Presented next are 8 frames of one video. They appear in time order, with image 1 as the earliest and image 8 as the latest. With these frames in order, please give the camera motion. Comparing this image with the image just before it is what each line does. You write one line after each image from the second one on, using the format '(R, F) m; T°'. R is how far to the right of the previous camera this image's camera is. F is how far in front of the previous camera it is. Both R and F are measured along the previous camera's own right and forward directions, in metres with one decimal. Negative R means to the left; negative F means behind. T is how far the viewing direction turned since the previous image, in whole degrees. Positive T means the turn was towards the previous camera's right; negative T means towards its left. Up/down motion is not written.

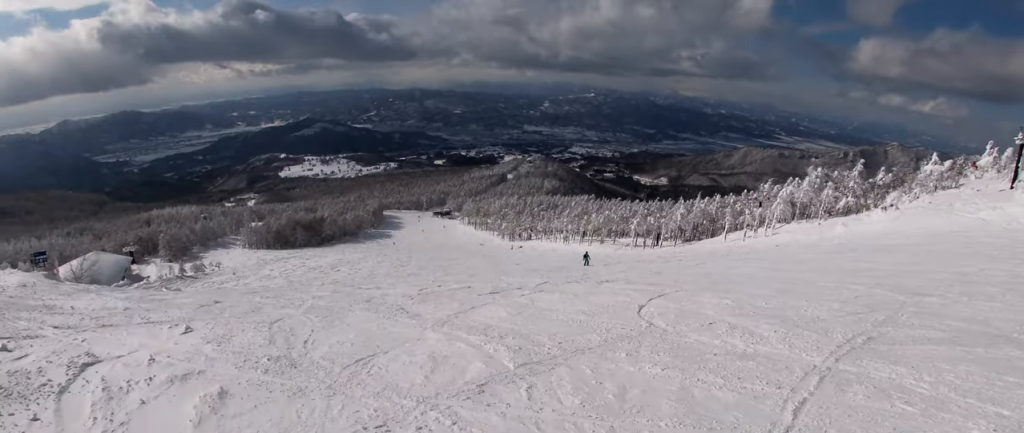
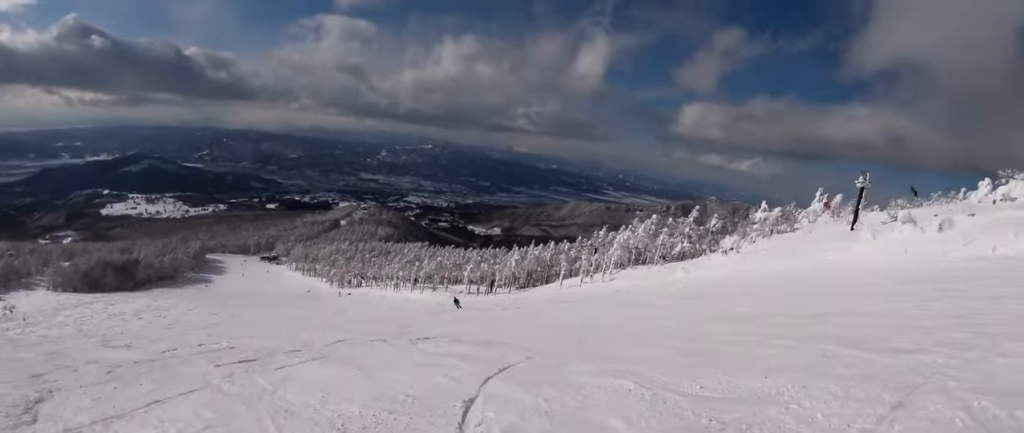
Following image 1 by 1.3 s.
(+1.9, +6.9) m; +21°
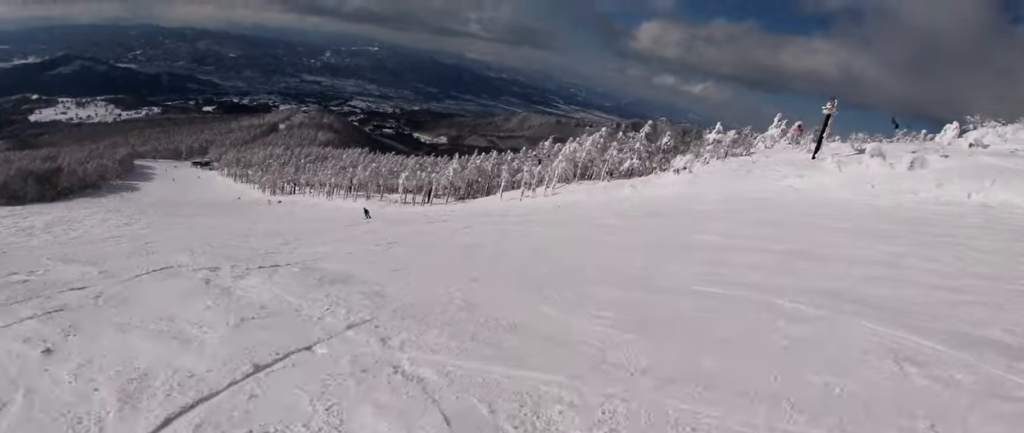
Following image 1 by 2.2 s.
(+0.3, +5.2) m; -4°
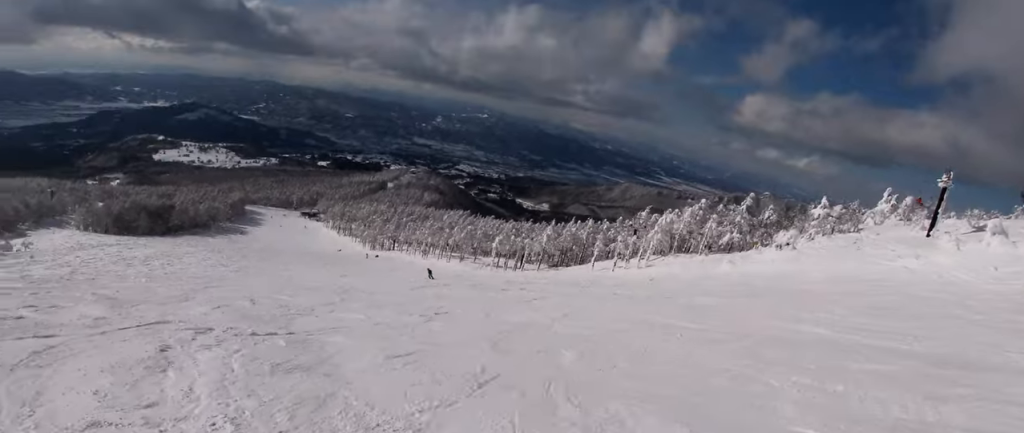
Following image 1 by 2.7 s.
(+0.3, +3.2) m; -9°
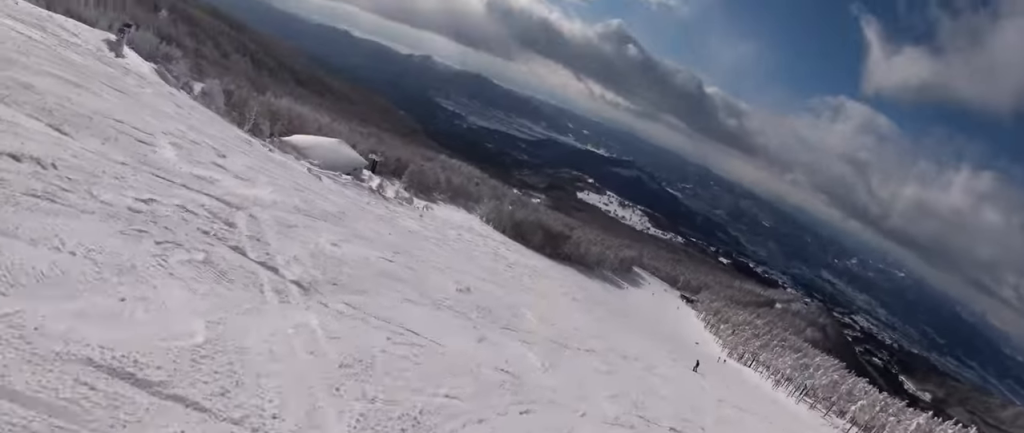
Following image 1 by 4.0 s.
(-2.9, +7.0) m; -38°
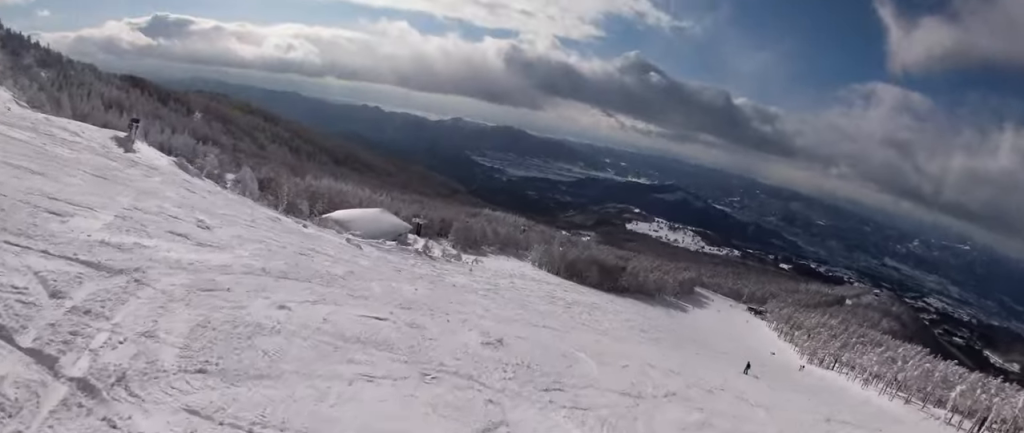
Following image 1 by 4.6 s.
(-1.0, +3.1) m; -9°
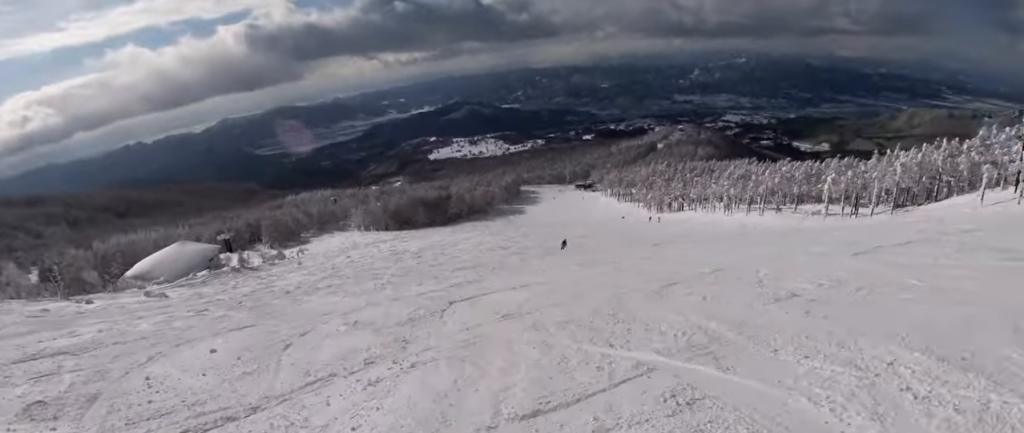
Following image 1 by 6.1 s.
(+1.1, +9.6) m; +17°
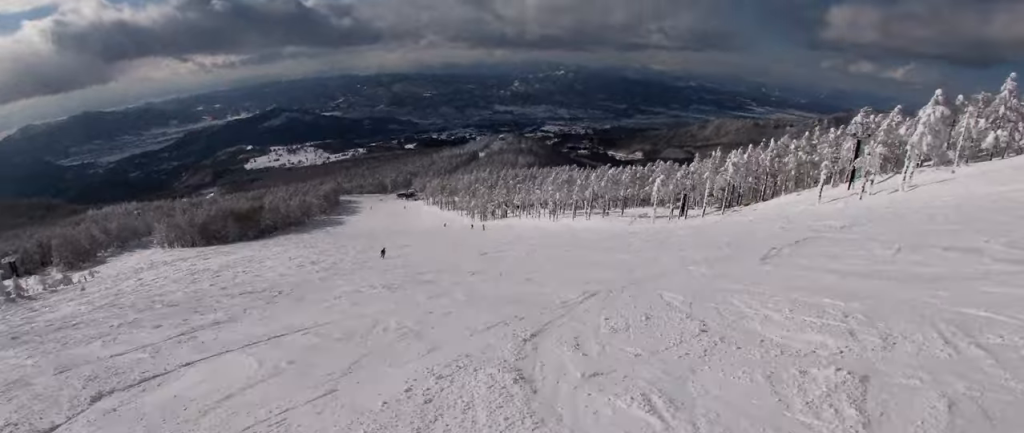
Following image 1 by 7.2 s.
(+1.1, +6.9) m; +8°
